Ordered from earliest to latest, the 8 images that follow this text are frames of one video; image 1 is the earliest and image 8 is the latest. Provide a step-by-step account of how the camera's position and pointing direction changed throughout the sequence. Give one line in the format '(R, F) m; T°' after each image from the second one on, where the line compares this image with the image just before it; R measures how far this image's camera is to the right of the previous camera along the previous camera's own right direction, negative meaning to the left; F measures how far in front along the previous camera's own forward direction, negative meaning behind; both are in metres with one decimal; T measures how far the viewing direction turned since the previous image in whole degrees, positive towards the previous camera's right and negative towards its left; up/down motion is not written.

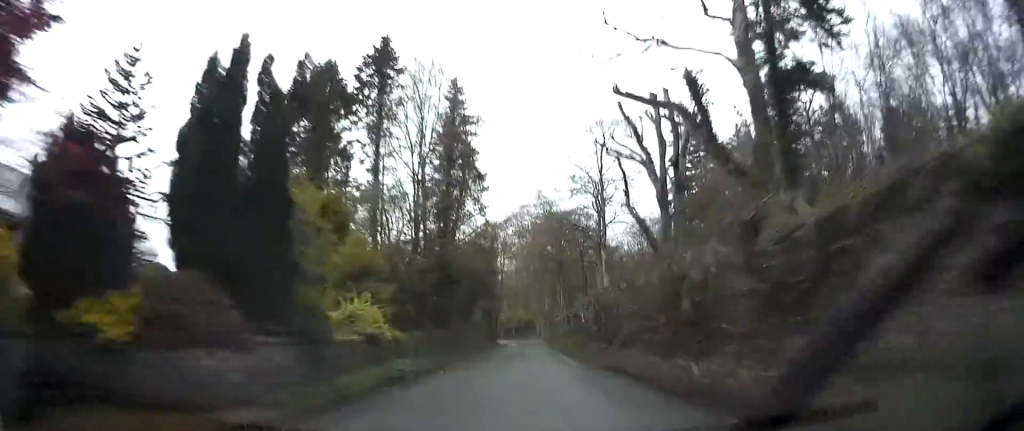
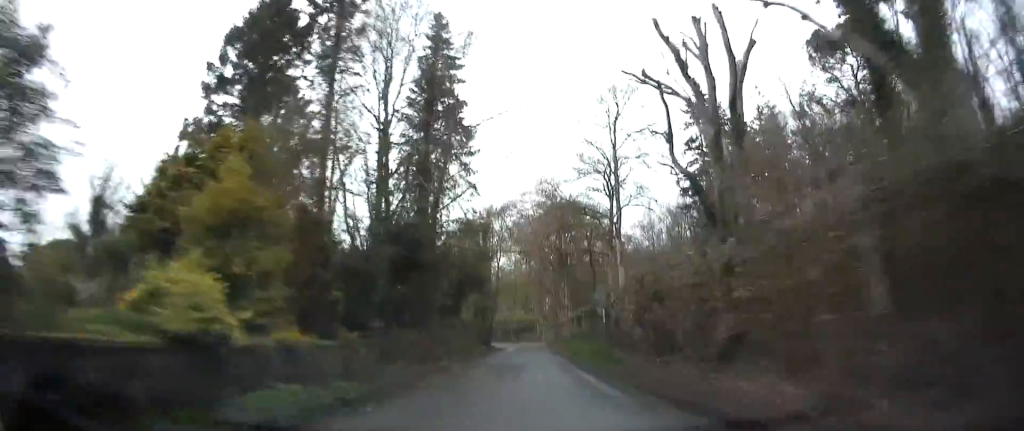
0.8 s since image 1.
(+0.2, +8.7) m; +3°
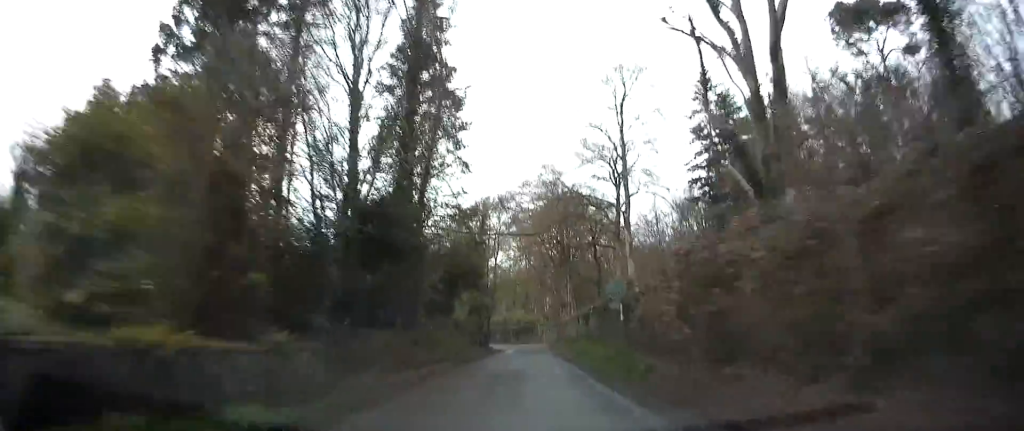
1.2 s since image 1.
(+0.1, +4.2) m; 0°
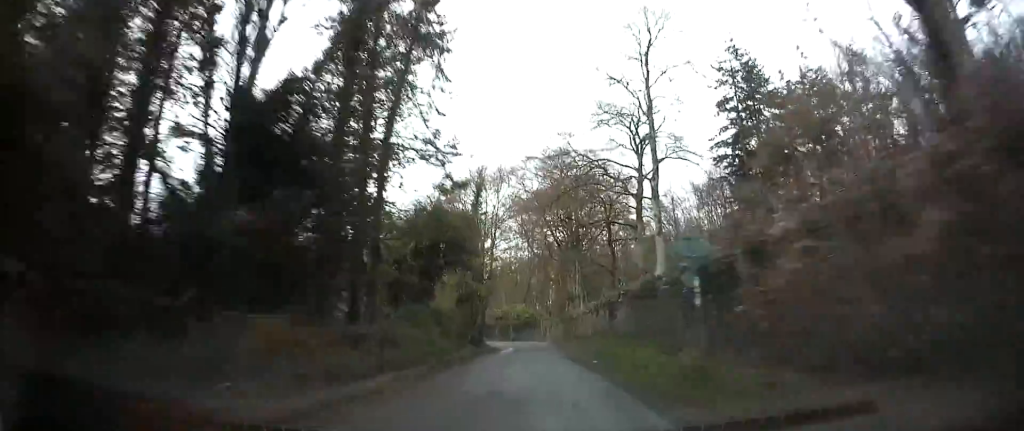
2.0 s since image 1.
(+0.4, +8.1) m; -2°
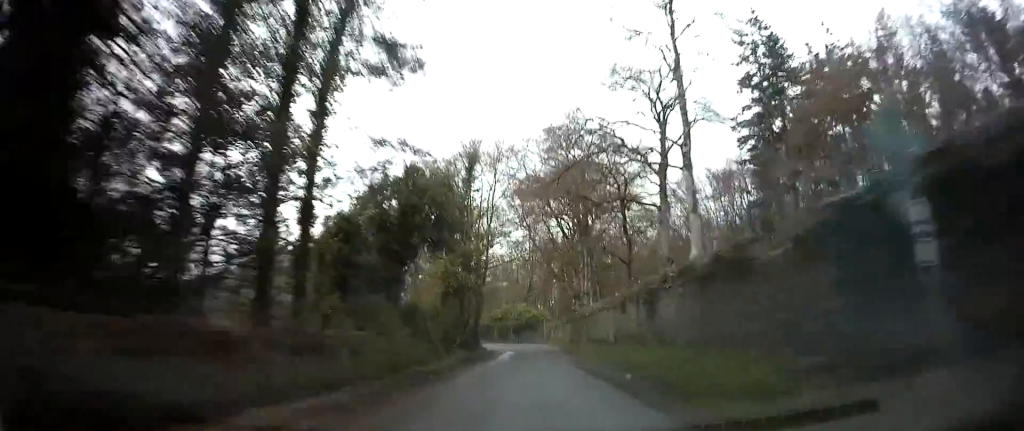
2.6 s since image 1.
(-0.5, +6.5) m; 0°
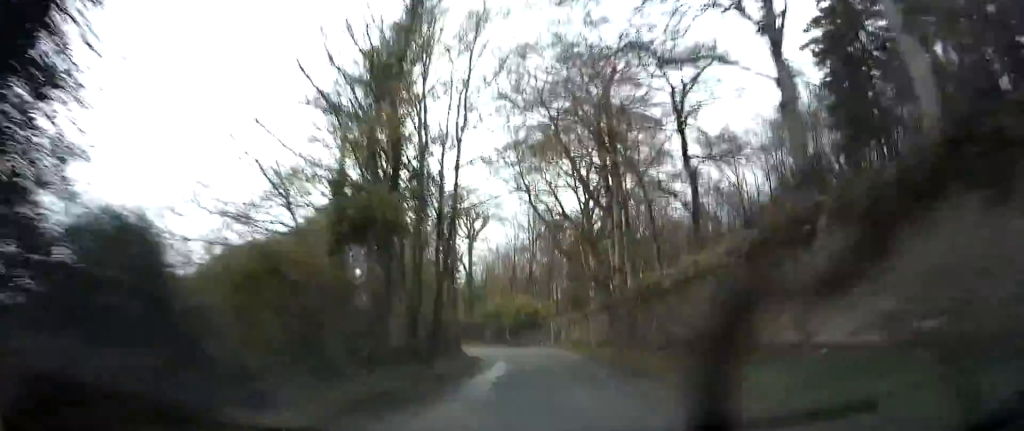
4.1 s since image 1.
(+0.7, +16.7) m; +4°
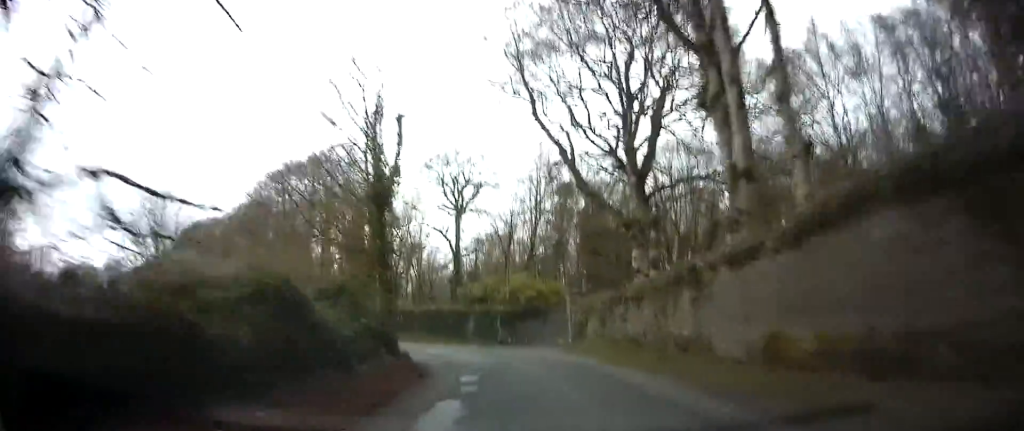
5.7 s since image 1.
(-0.7, +18.5) m; -4°
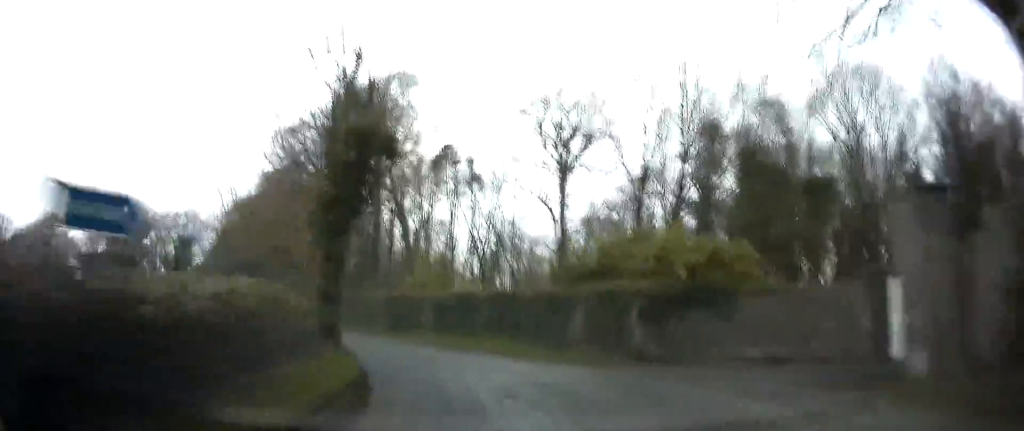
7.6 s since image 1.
(-1.5, +21.1) m; -9°
